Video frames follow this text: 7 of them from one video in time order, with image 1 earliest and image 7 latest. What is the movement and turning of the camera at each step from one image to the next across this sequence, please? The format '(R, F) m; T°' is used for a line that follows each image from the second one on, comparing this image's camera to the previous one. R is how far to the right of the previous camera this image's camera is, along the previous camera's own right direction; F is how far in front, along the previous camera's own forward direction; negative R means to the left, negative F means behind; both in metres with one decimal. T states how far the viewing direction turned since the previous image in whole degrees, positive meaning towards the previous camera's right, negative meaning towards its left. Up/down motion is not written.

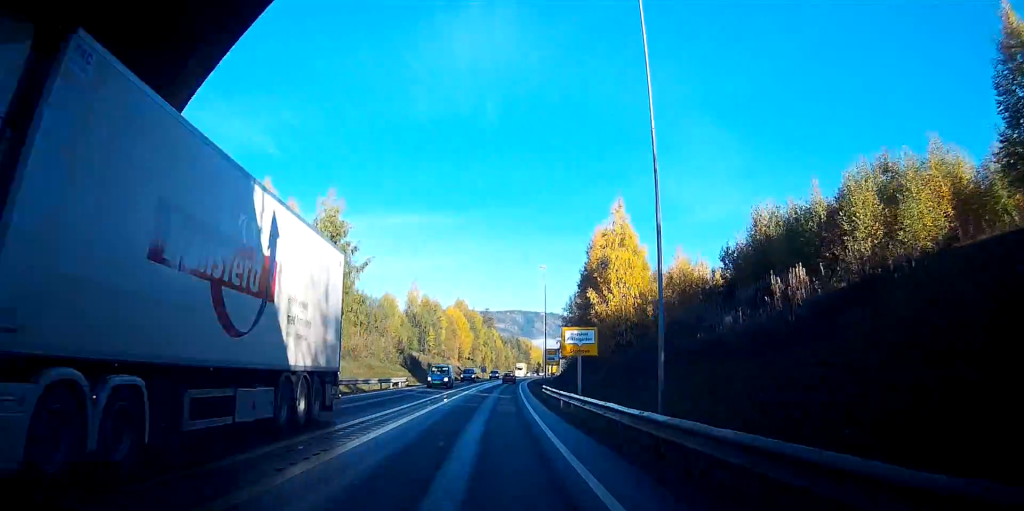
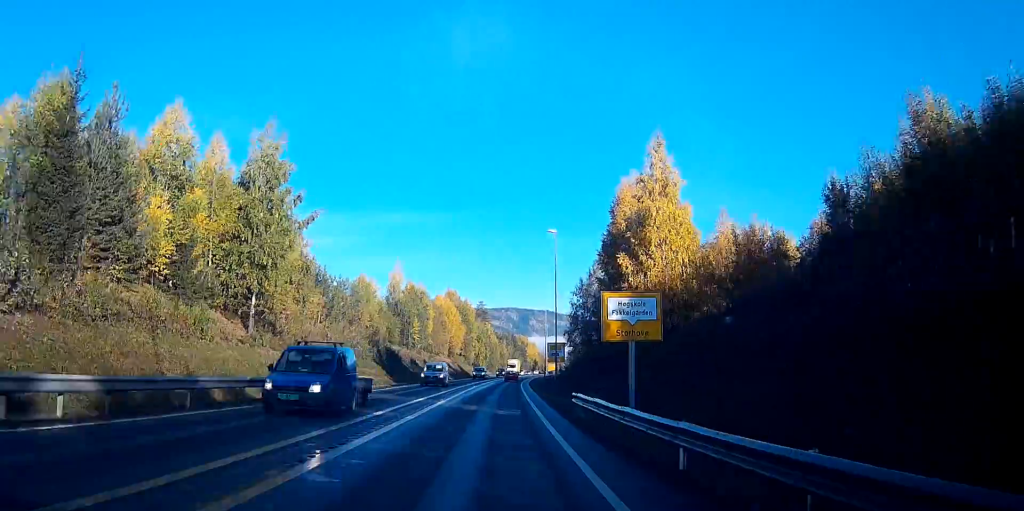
(+0.7, +17.5) m; +3°
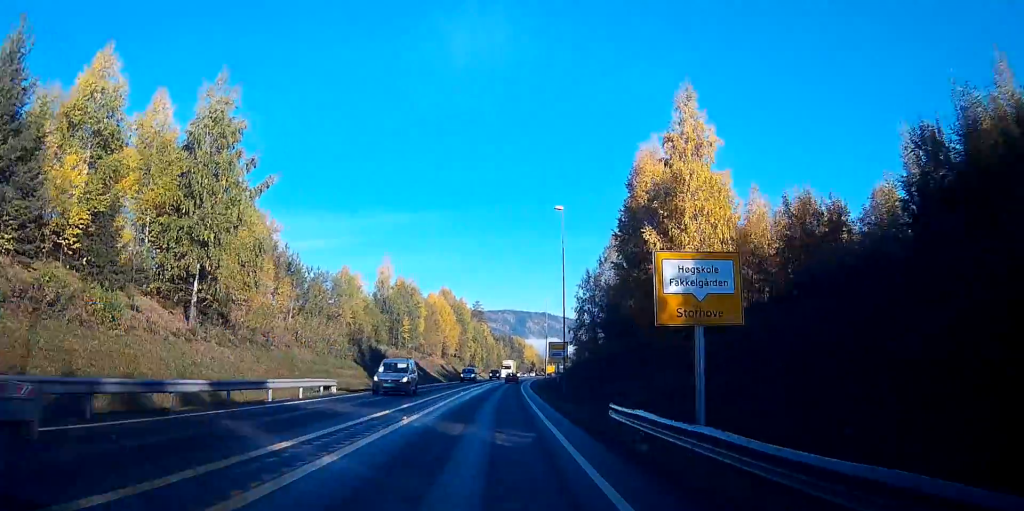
(+0.1, +8.9) m; +1°
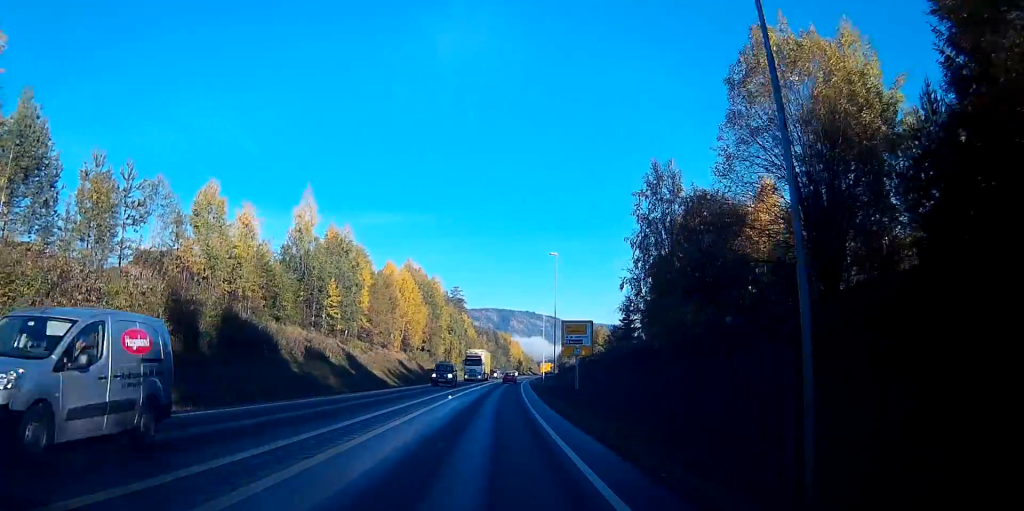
(+0.4, +38.8) m; +1°
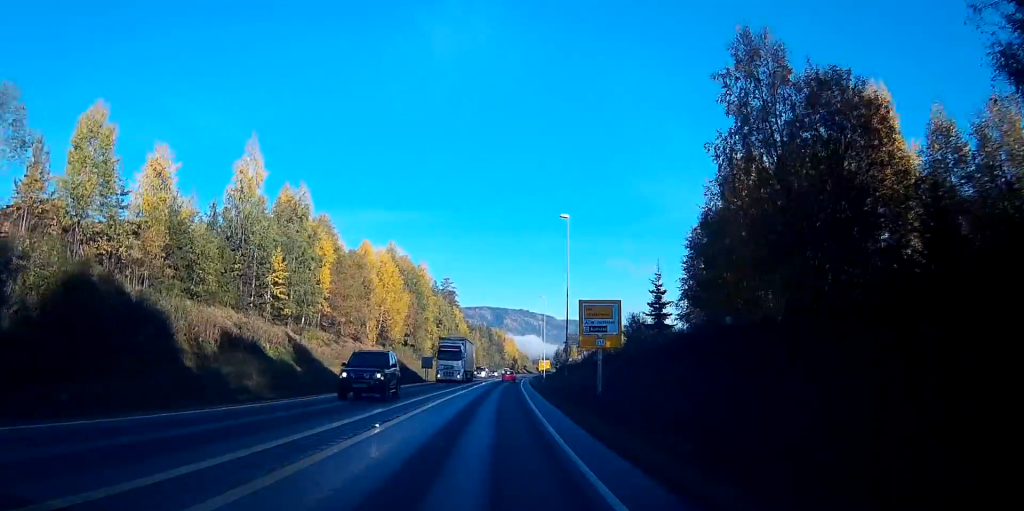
(0.0, +16.1) m; 0°
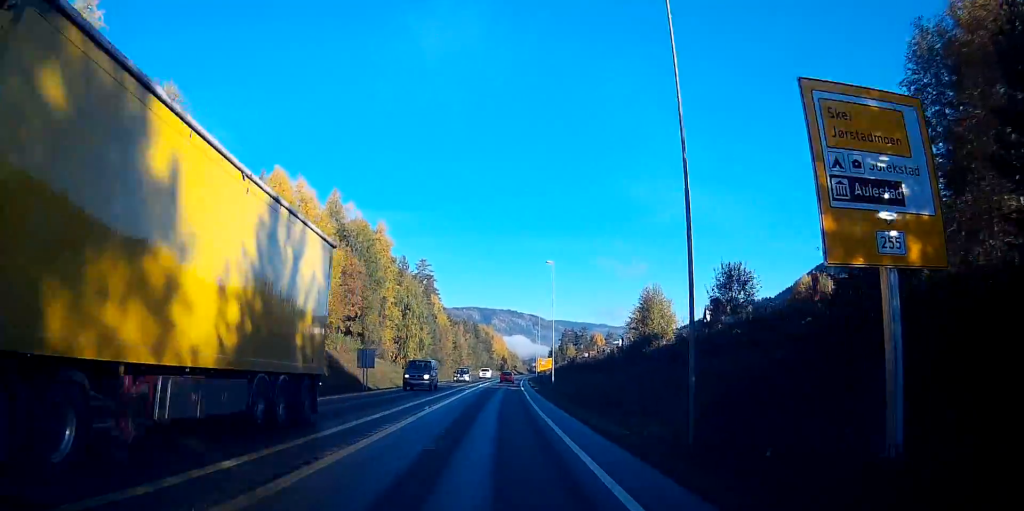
(0.0, +34.9) m; 0°
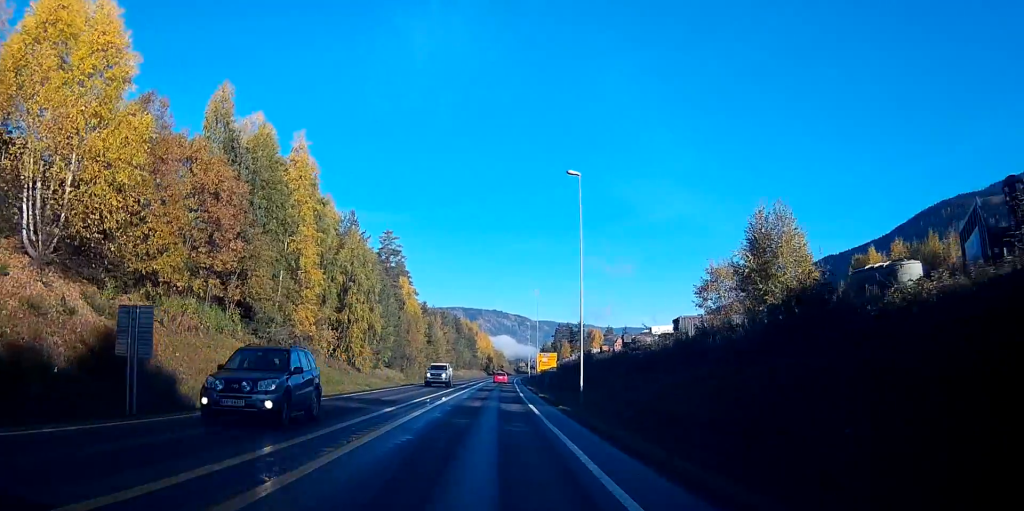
(+0.3, +33.4) m; +1°
